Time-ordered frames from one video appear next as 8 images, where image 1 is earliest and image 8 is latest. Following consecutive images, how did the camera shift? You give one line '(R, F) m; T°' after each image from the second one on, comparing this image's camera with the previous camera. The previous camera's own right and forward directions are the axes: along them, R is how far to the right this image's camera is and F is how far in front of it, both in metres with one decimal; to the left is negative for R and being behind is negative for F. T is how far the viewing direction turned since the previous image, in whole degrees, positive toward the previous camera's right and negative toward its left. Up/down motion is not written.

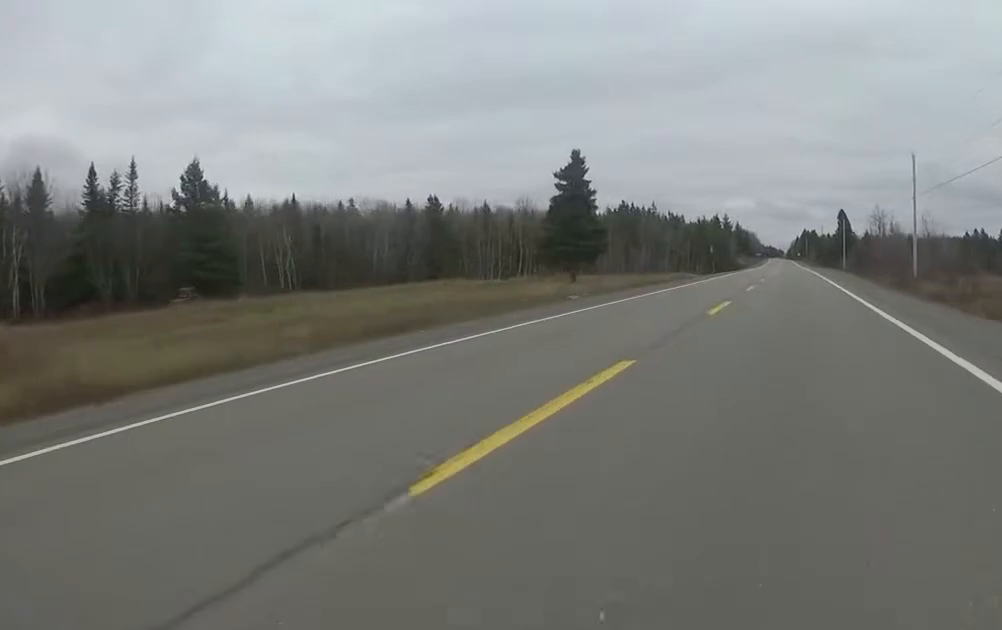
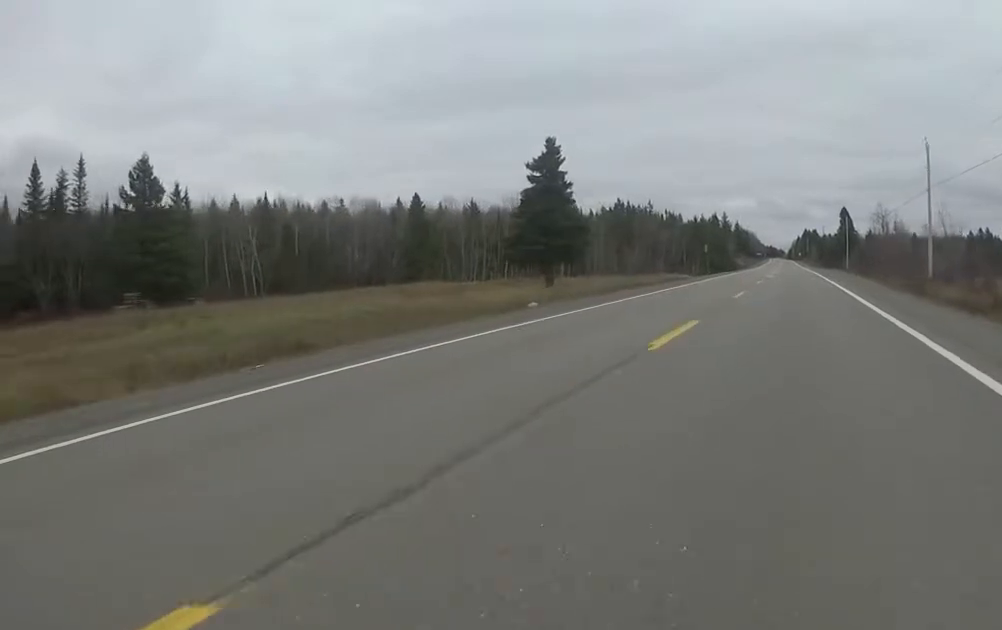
(-0.4, +4.7) m; -4°
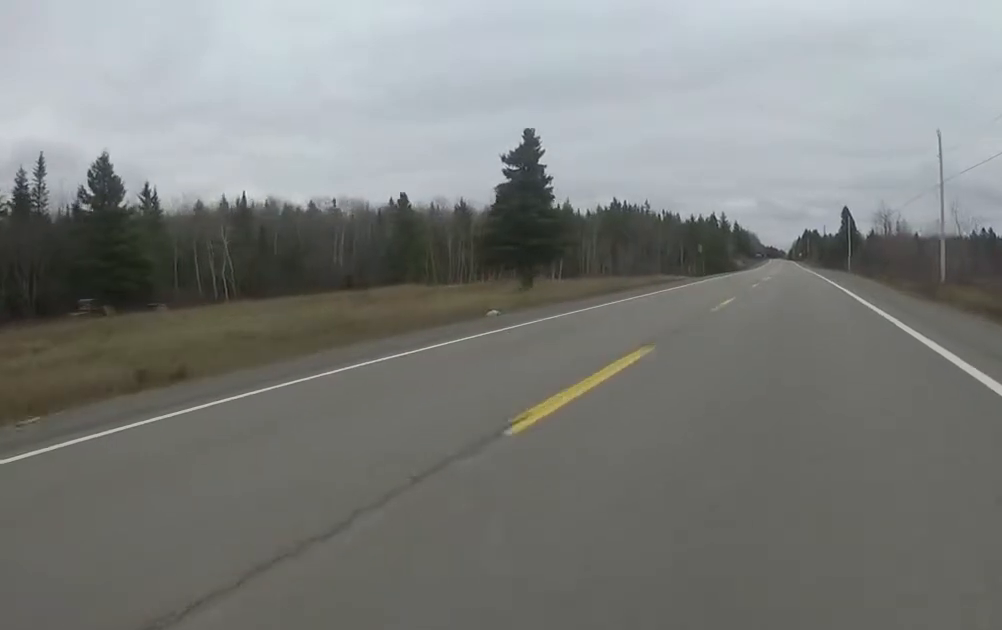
(-0.1, +3.4) m; -3°
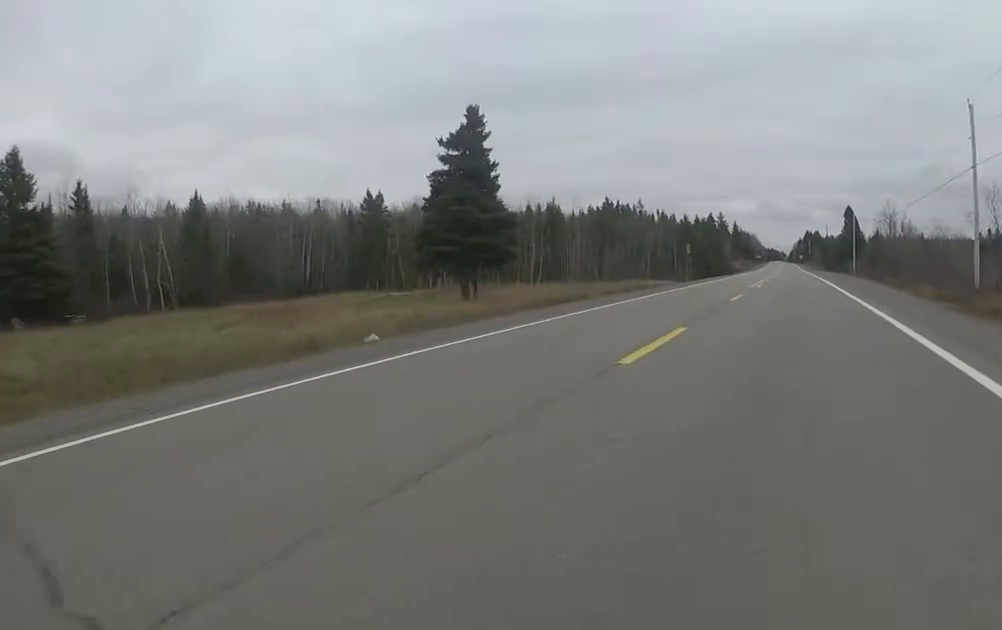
(-0.3, +6.7) m; -2°
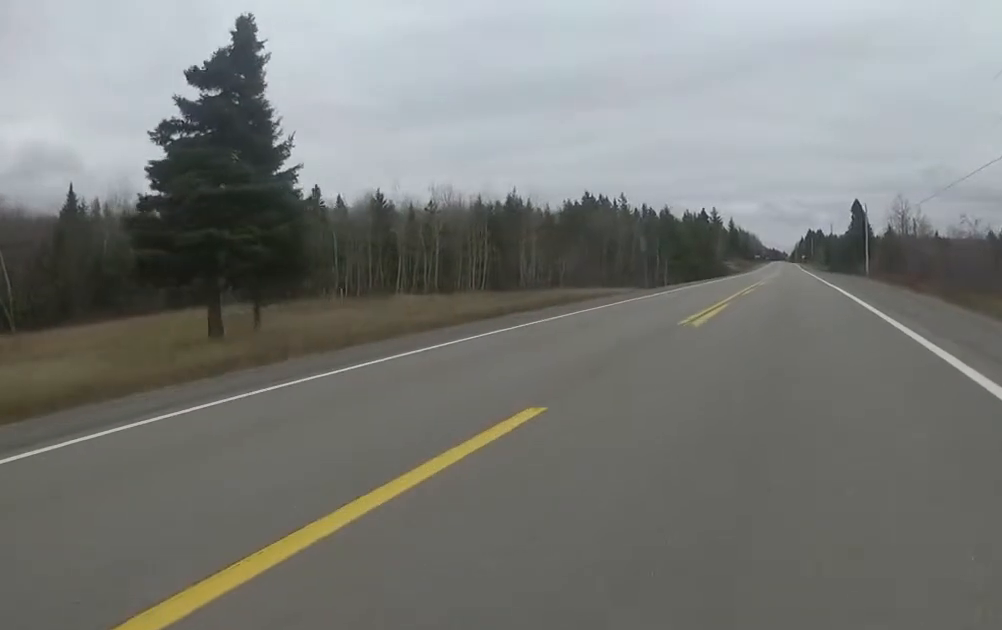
(-0.1, +14.2) m; 0°
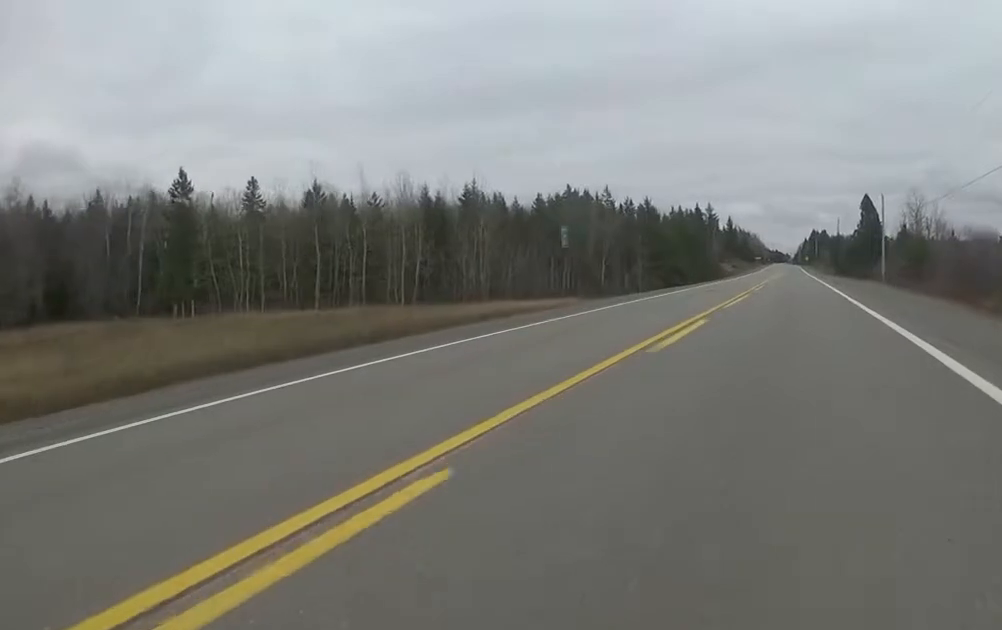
(0.0, +11.8) m; 0°
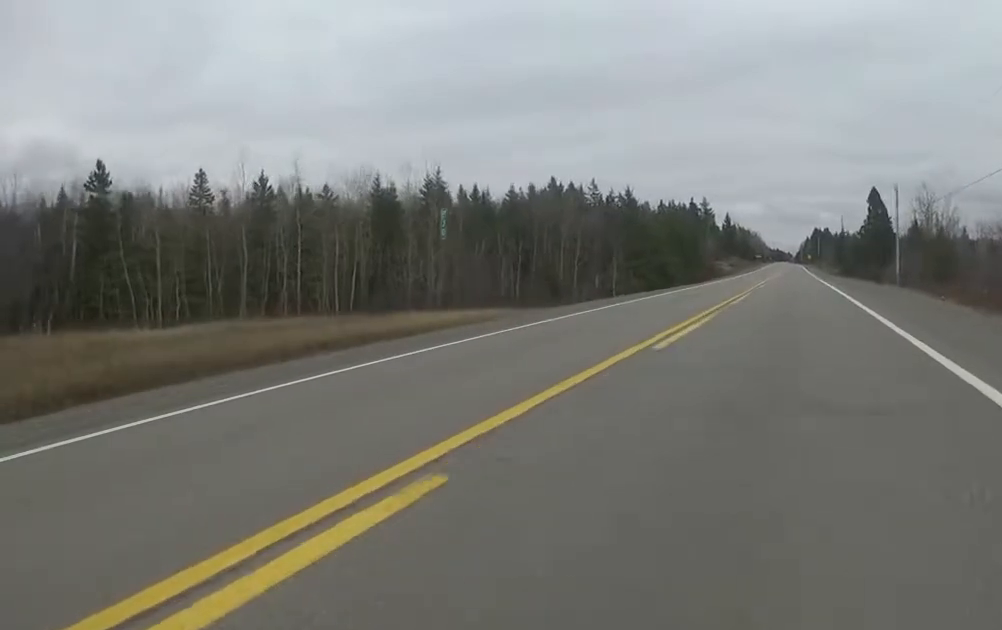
(0.0, +7.9) m; 0°
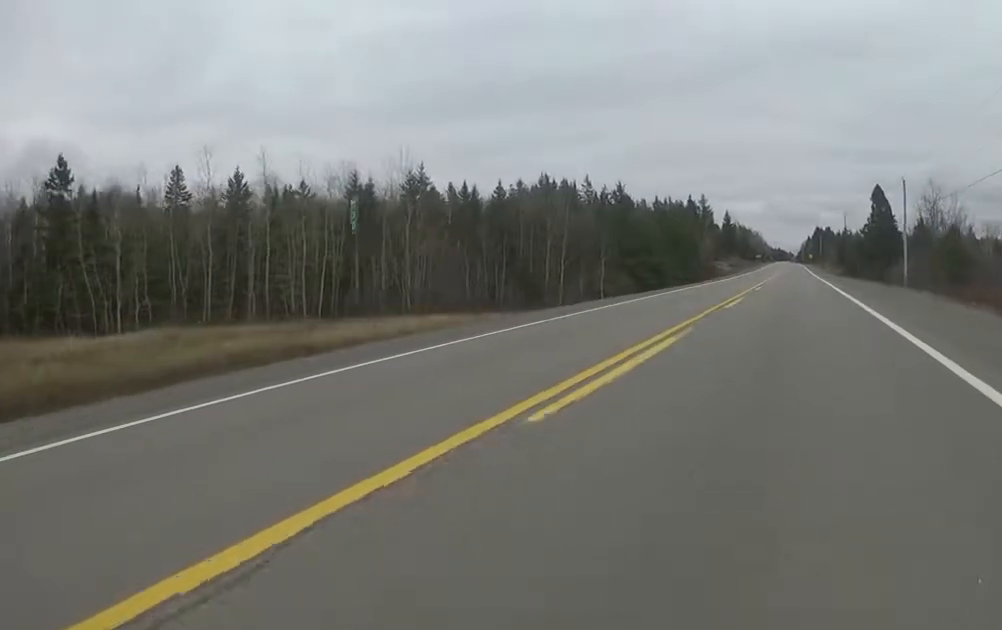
(0.0, +3.3) m; 0°
